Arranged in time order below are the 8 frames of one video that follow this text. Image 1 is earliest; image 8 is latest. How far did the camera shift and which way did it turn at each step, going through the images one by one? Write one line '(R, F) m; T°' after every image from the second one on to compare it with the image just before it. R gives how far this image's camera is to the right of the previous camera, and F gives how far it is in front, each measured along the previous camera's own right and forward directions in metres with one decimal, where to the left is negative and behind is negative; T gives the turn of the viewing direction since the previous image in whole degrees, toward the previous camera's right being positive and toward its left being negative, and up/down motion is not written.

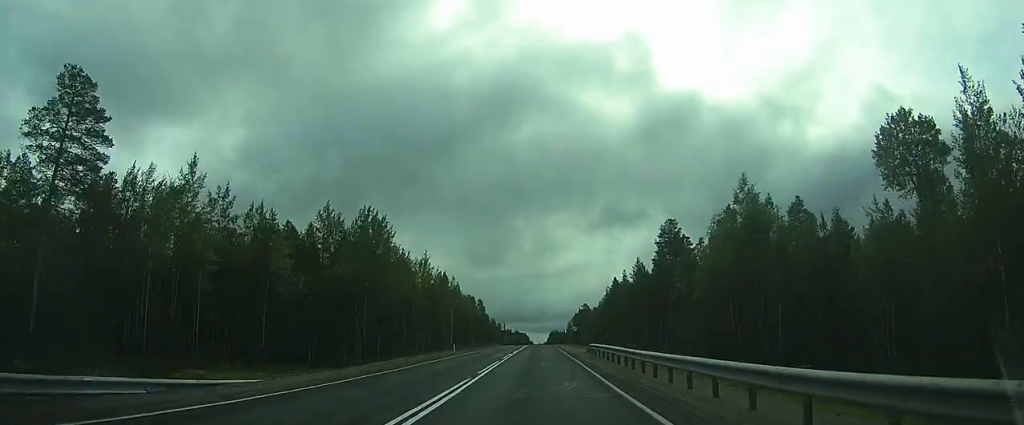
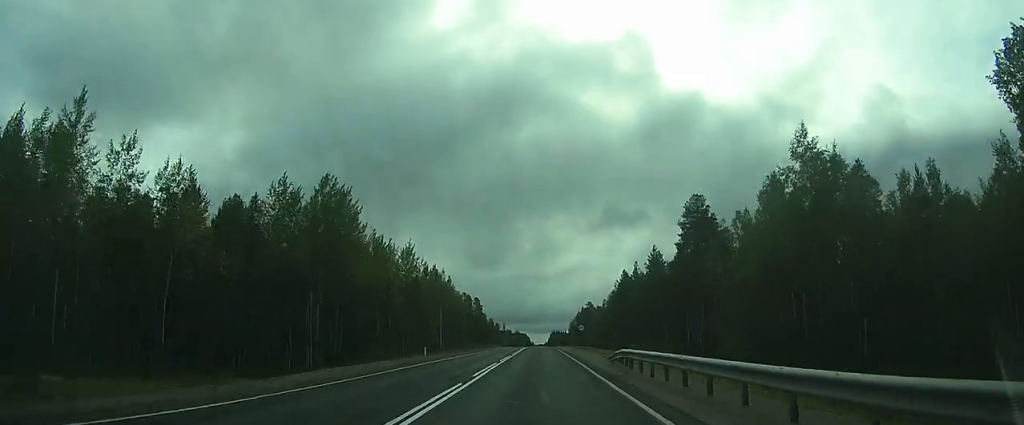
(0.0, +13.3) m; 0°
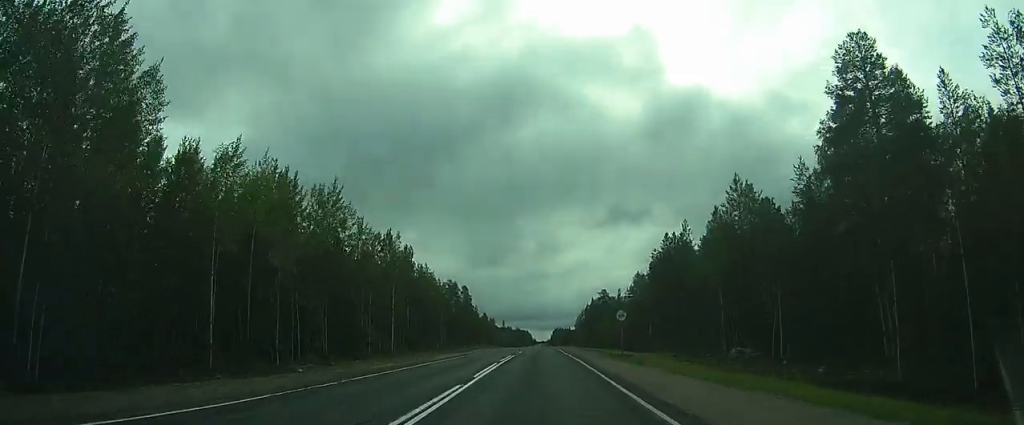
(-0.2, +35.4) m; 0°
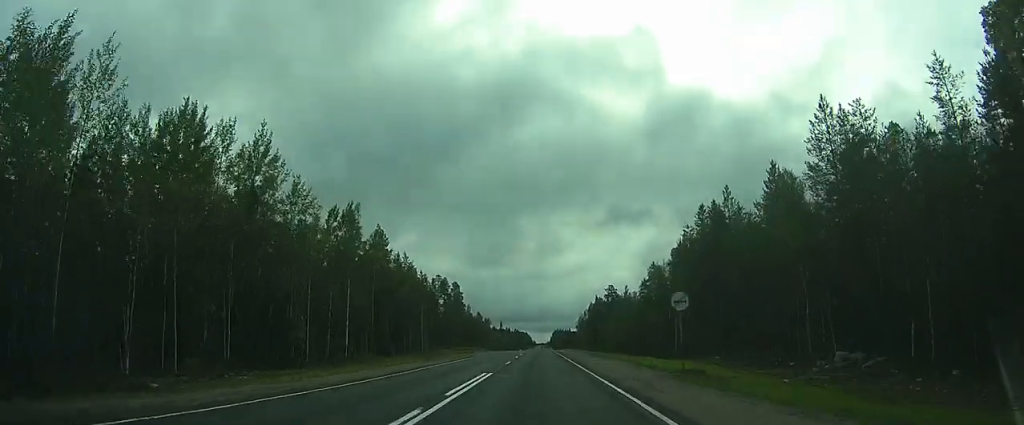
(+0.2, +16.2) m; 0°
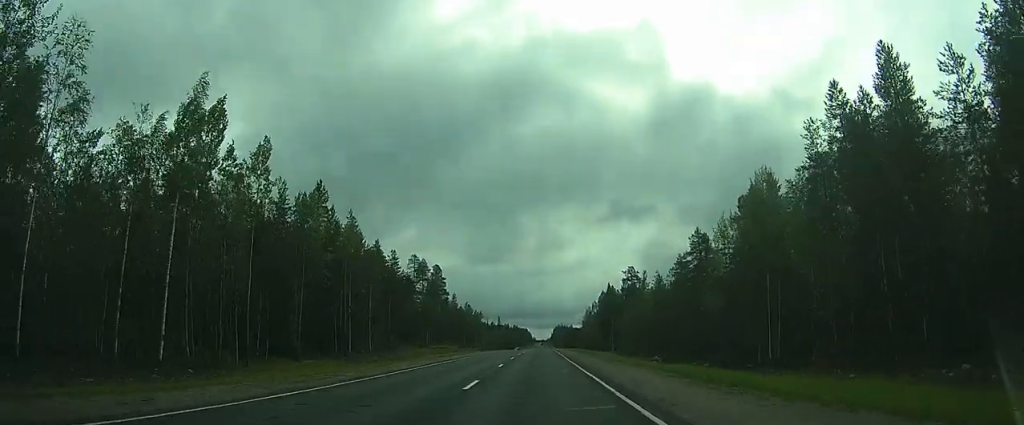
(-0.1, +27.2) m; 0°
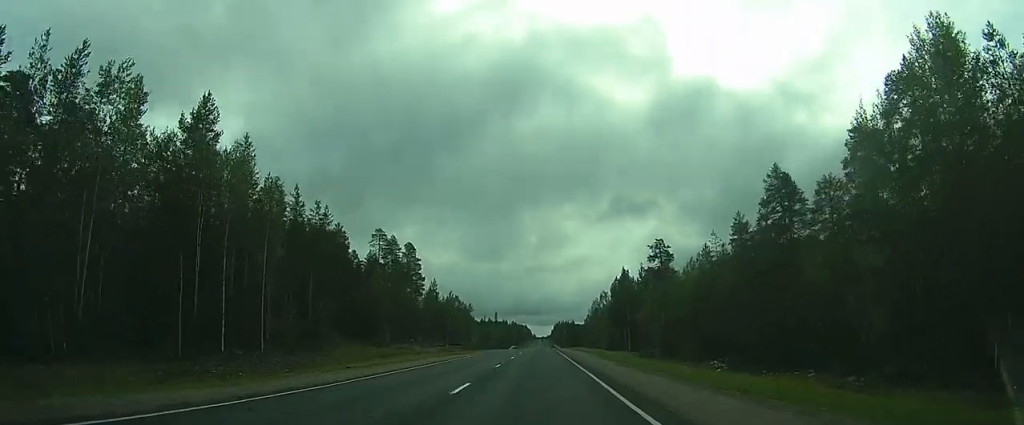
(0.0, +24.3) m; 0°
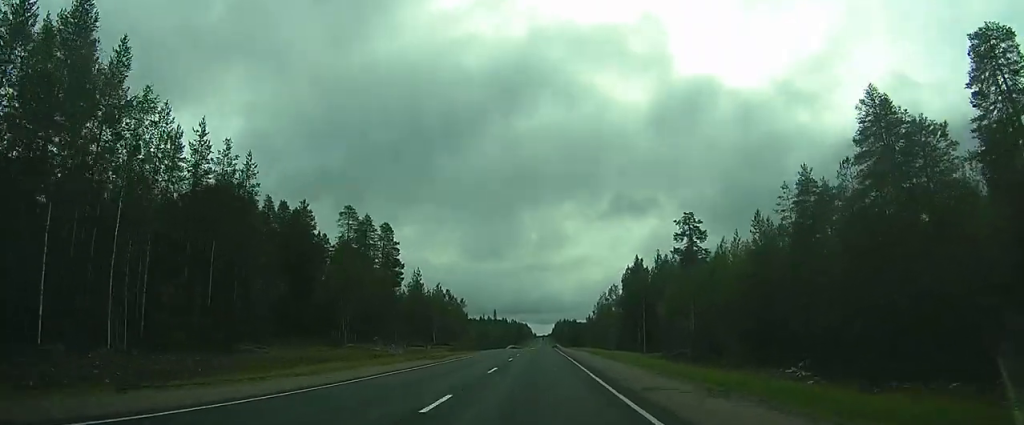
(0.0, +14.7) m; 0°
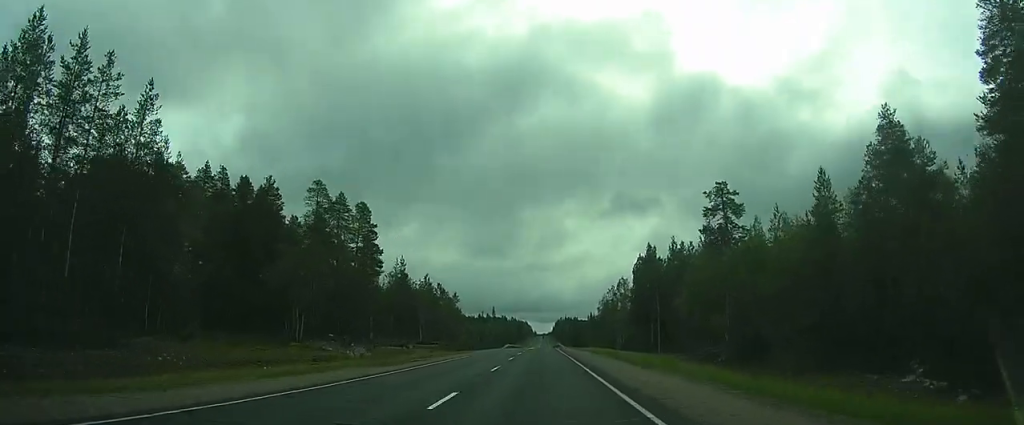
(0.0, +11.1) m; 0°
